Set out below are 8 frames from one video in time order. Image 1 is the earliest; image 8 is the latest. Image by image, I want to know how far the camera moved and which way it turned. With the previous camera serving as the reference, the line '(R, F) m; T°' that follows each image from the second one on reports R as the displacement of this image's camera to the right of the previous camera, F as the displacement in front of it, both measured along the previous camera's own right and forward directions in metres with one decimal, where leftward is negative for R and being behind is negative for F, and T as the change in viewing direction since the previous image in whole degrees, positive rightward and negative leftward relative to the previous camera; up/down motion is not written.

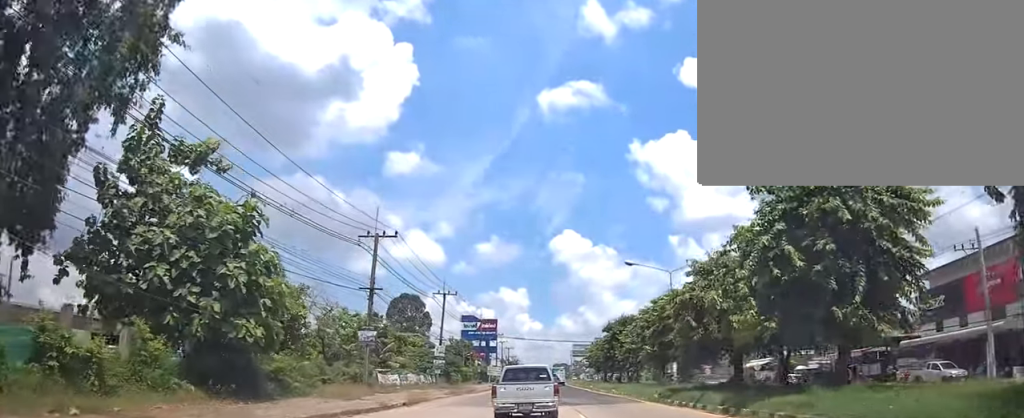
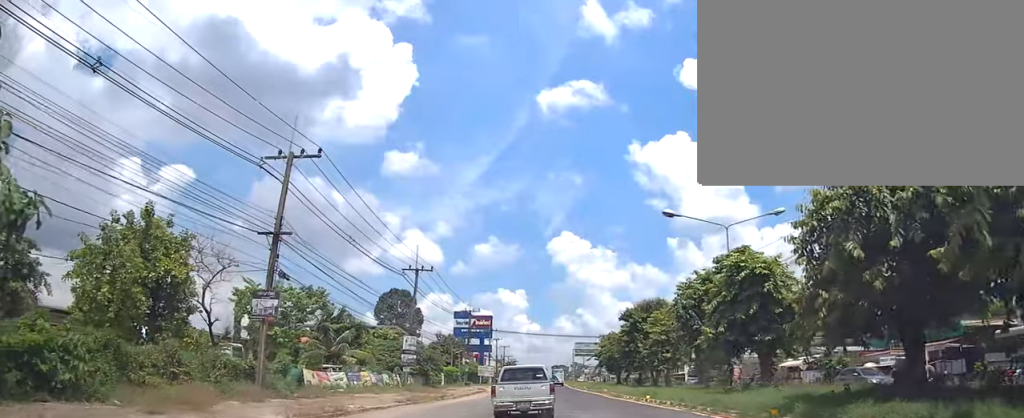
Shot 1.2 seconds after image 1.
(-0.1, +14.5) m; 0°
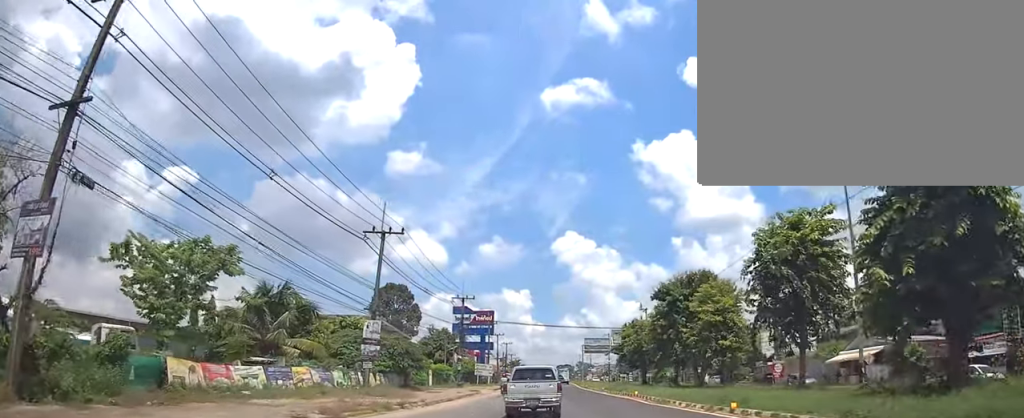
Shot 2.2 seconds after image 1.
(+0.2, +12.2) m; +1°
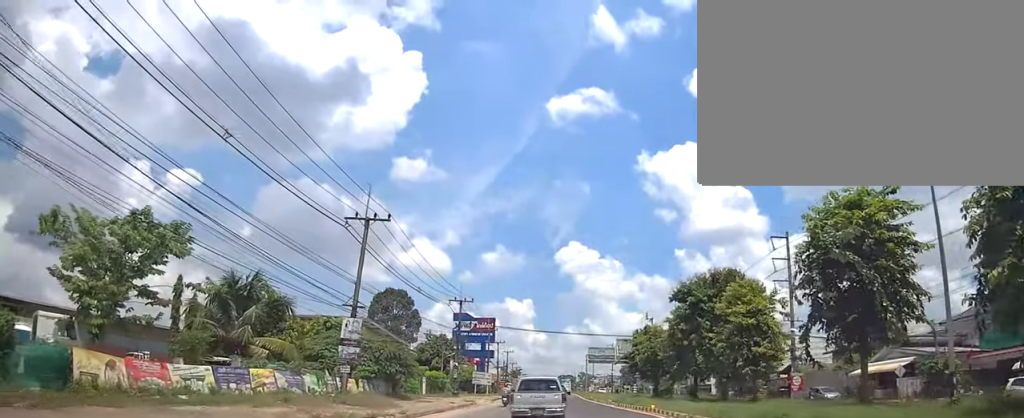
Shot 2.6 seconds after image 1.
(0.0, +4.4) m; 0°
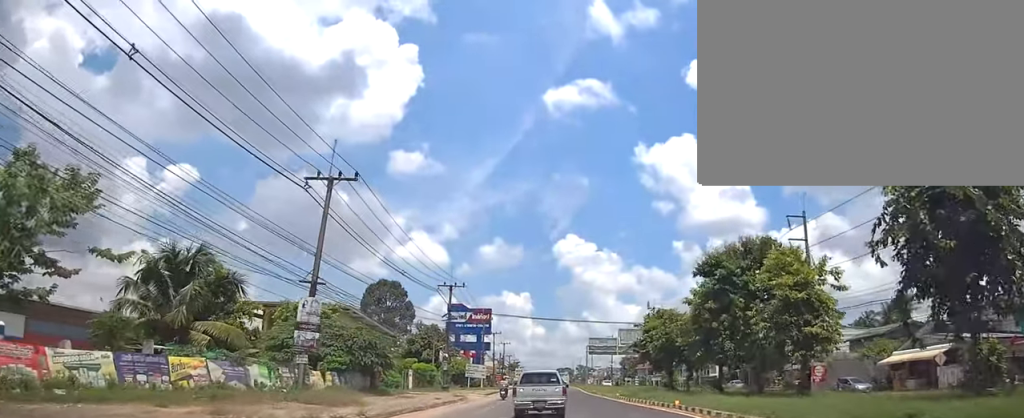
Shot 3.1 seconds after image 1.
(0.0, +5.4) m; 0°
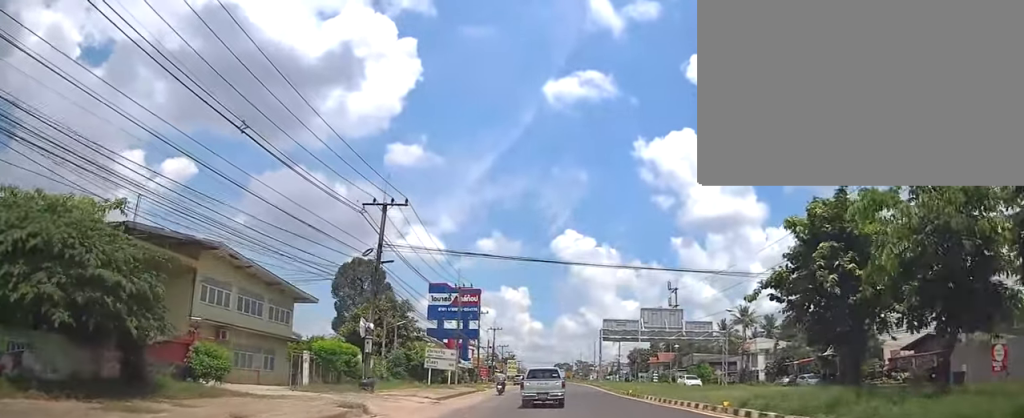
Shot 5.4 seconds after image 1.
(-0.3, +21.0) m; -1°
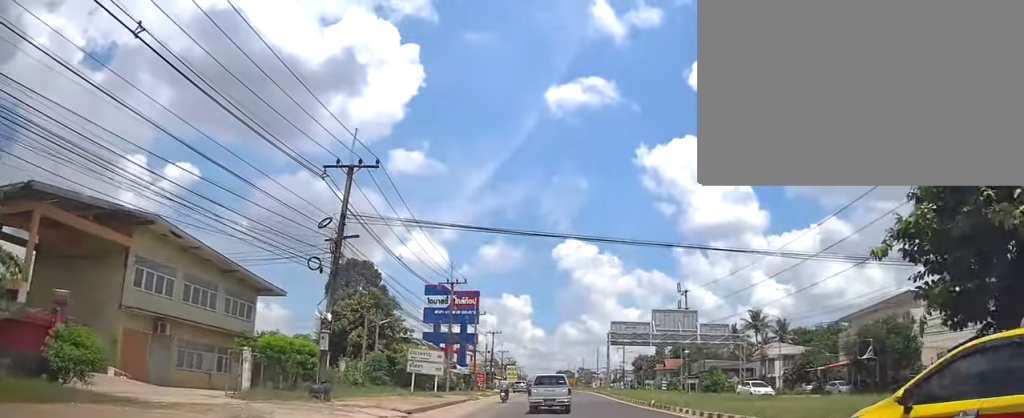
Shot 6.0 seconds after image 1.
(0.0, +5.8) m; 0°
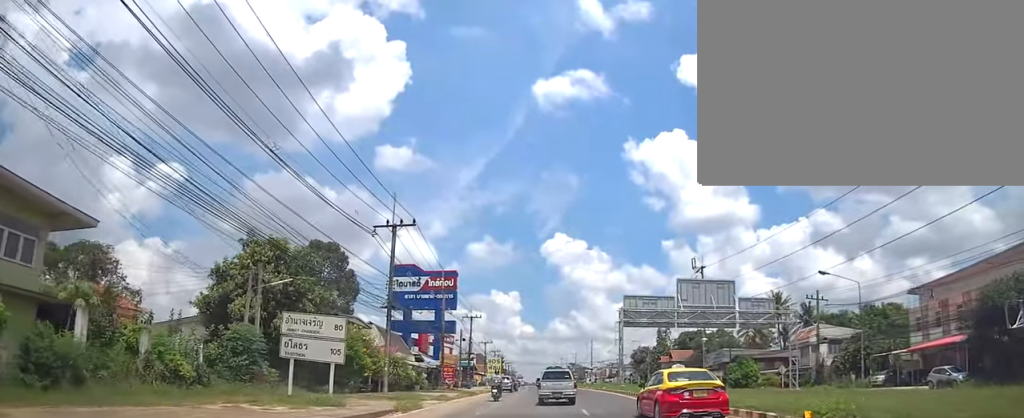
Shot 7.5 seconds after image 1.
(-0.1, +16.5) m; -1°
